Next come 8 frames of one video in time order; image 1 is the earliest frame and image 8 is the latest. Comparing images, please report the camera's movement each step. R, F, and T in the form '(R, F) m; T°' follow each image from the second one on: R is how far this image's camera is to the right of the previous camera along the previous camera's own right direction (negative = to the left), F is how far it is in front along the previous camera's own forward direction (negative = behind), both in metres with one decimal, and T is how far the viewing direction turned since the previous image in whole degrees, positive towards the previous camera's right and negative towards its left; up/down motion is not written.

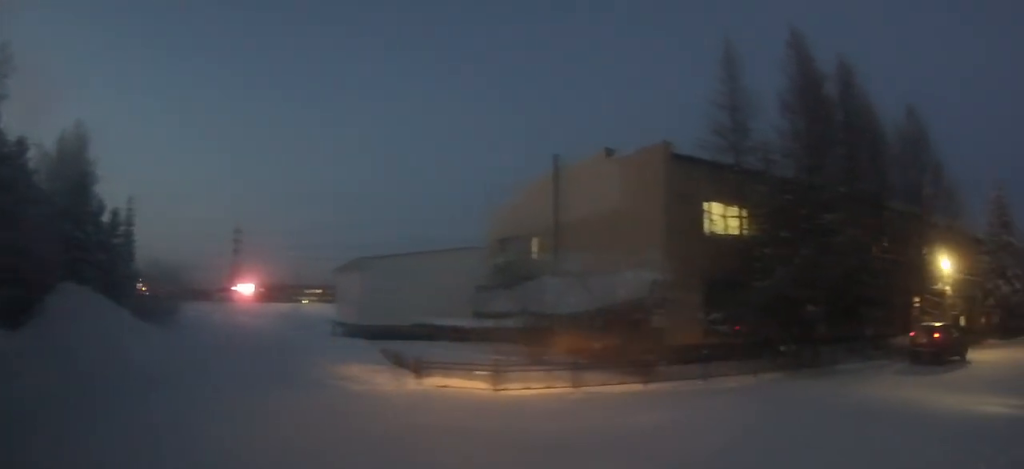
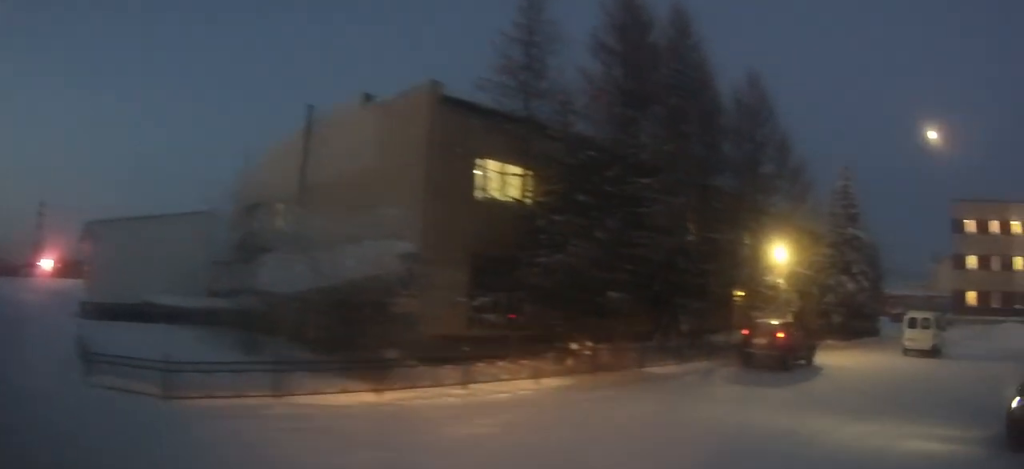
(+0.9, +4.5) m; +22°
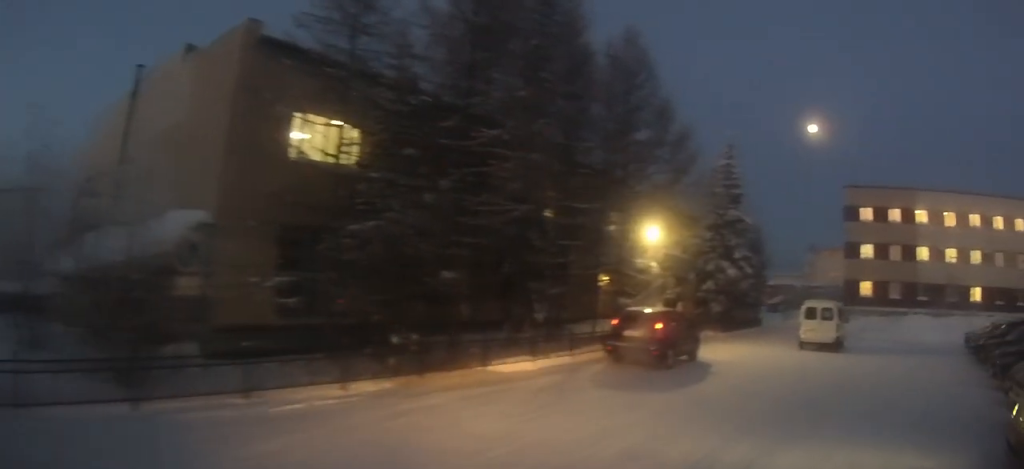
(+0.5, +3.0) m; +14°
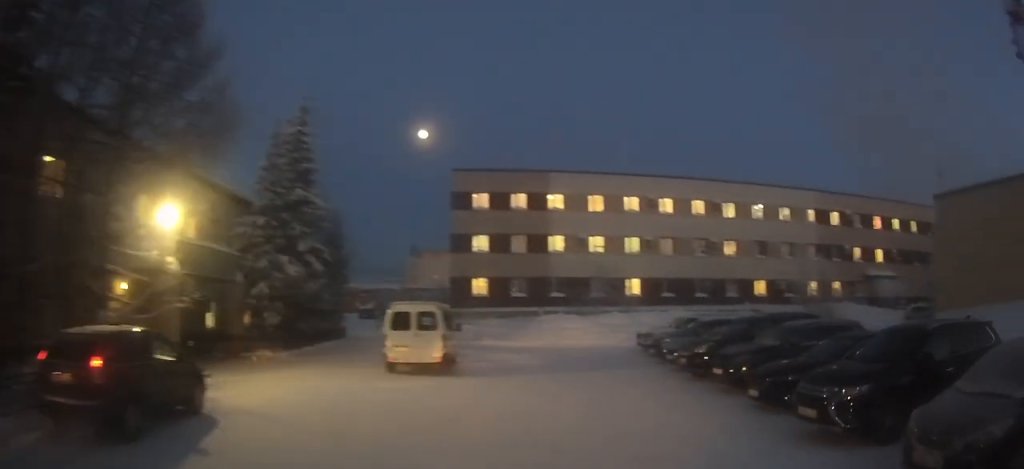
(+2.2, +7.7) m; +27°
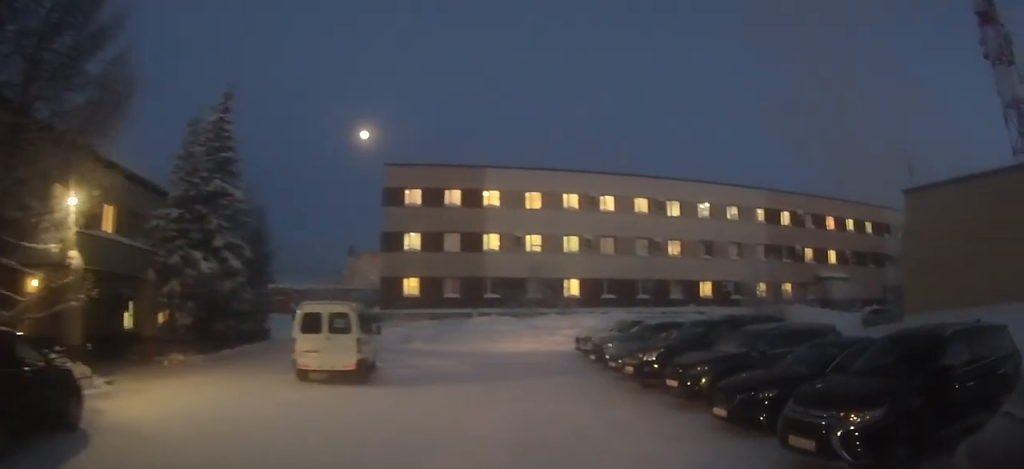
(+0.1, +2.1) m; +4°
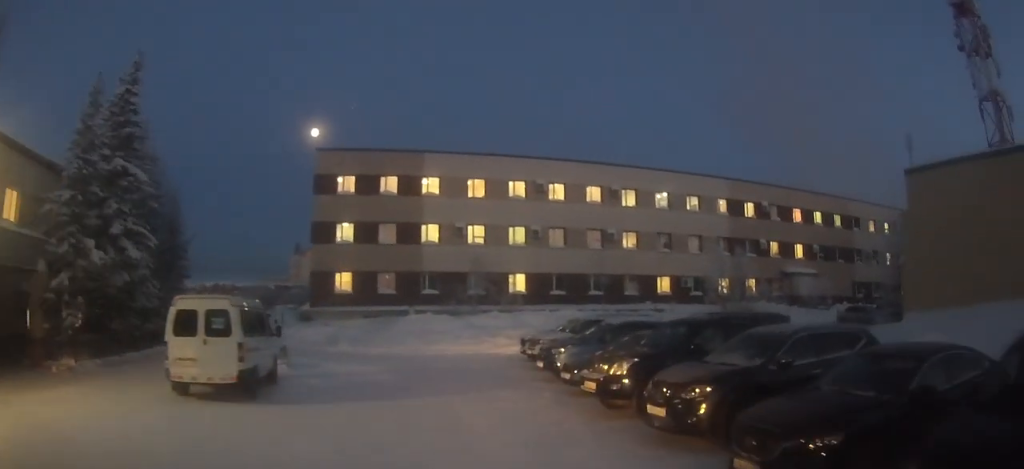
(+0.1, +3.8) m; +1°
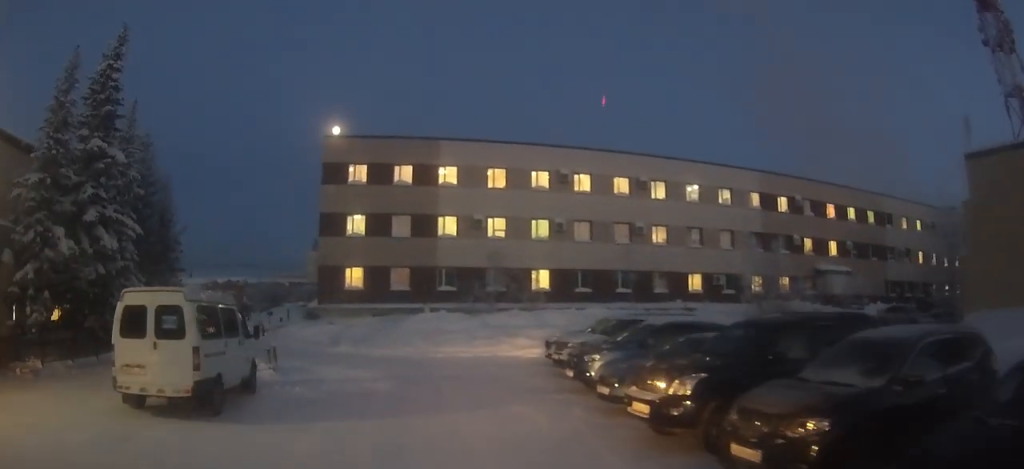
(0.0, +2.7) m; -7°
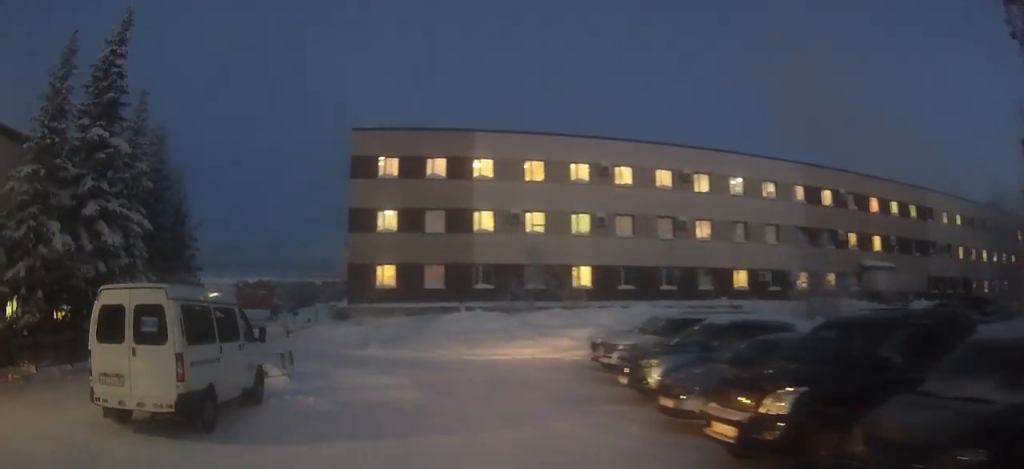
(-0.2, +1.7) m; -10°
